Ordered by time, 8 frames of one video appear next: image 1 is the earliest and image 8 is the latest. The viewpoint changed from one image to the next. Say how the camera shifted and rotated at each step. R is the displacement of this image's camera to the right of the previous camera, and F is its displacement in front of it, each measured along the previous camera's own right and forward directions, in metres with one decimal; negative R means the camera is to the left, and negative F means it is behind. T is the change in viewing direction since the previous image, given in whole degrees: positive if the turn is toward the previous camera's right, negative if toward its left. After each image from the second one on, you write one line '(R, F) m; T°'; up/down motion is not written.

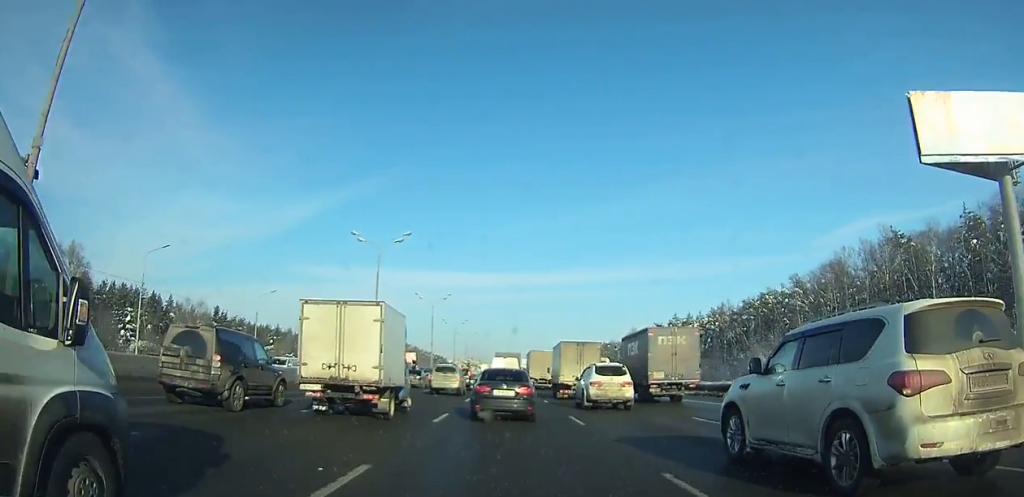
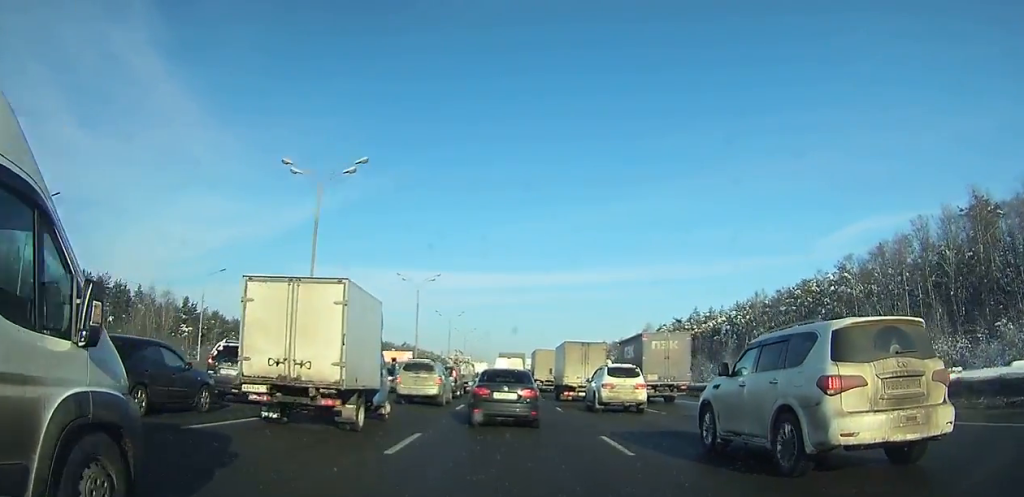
(0.0, +19.6) m; 0°
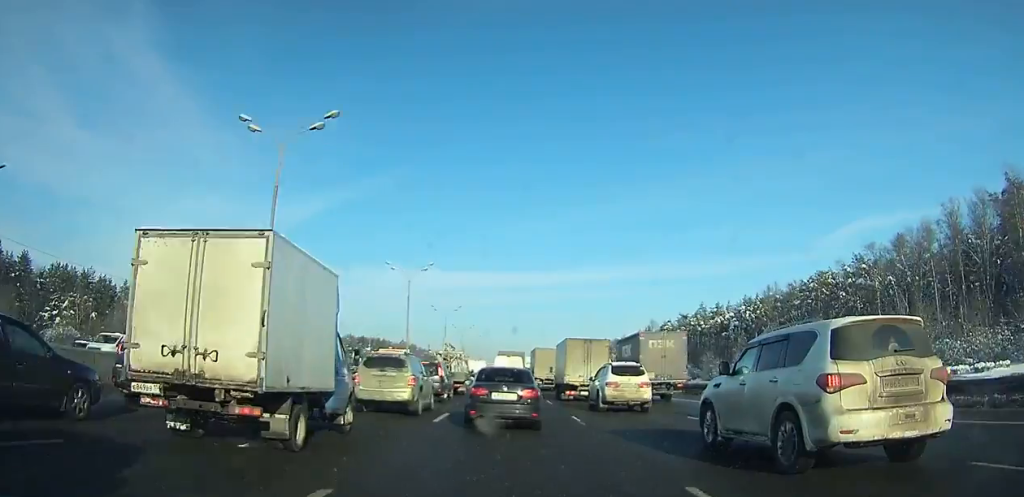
(0.0, +7.3) m; 0°
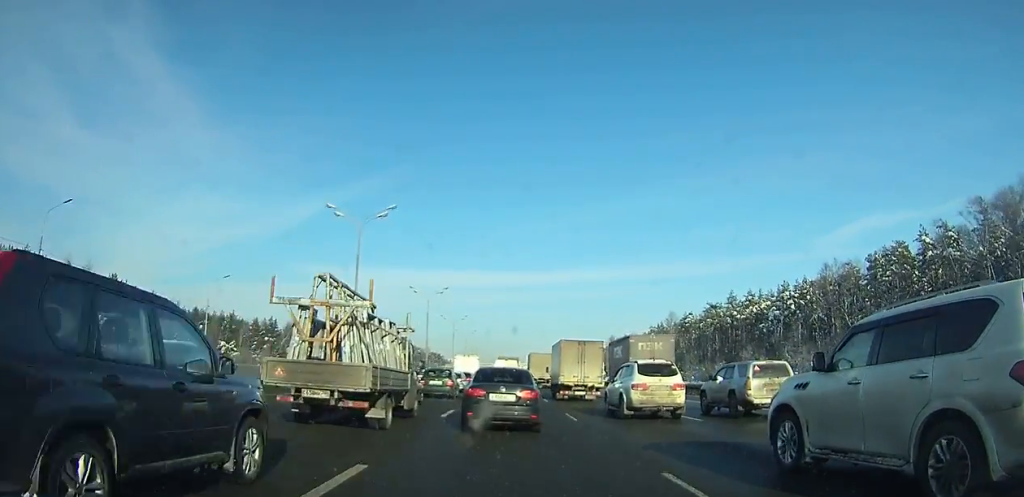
(-0.1, +30.7) m; 0°
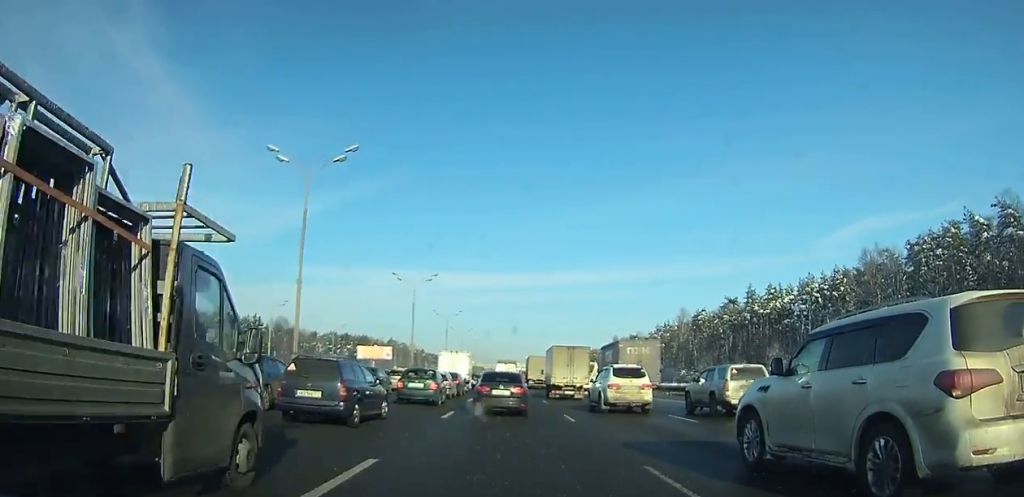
(-0.1, +14.9) m; 0°
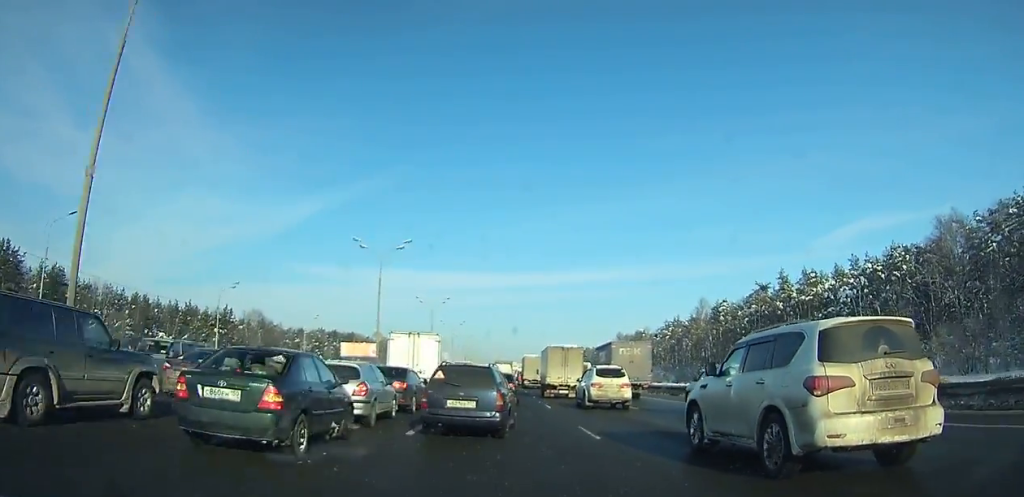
(+0.1, +18.1) m; 0°
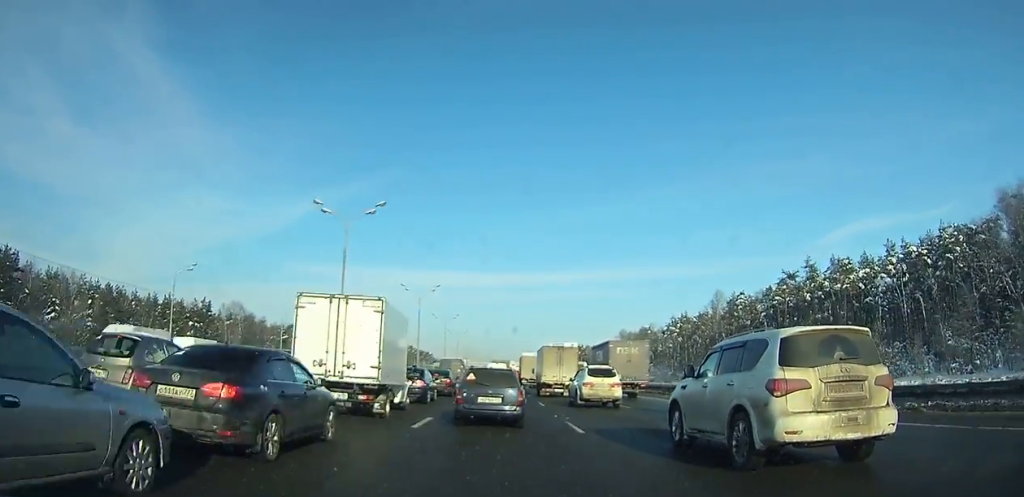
(+0.1, +11.4) m; 0°
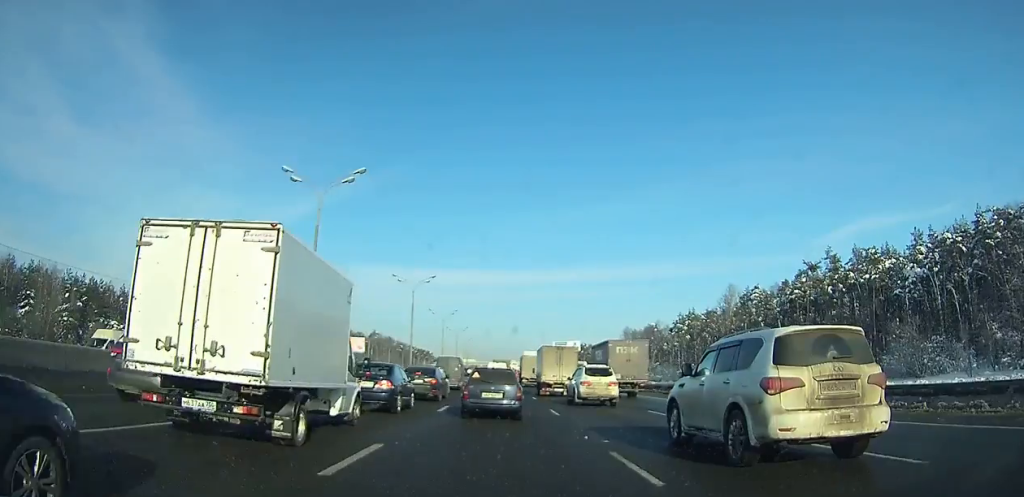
(-0.1, +7.3) m; 0°
